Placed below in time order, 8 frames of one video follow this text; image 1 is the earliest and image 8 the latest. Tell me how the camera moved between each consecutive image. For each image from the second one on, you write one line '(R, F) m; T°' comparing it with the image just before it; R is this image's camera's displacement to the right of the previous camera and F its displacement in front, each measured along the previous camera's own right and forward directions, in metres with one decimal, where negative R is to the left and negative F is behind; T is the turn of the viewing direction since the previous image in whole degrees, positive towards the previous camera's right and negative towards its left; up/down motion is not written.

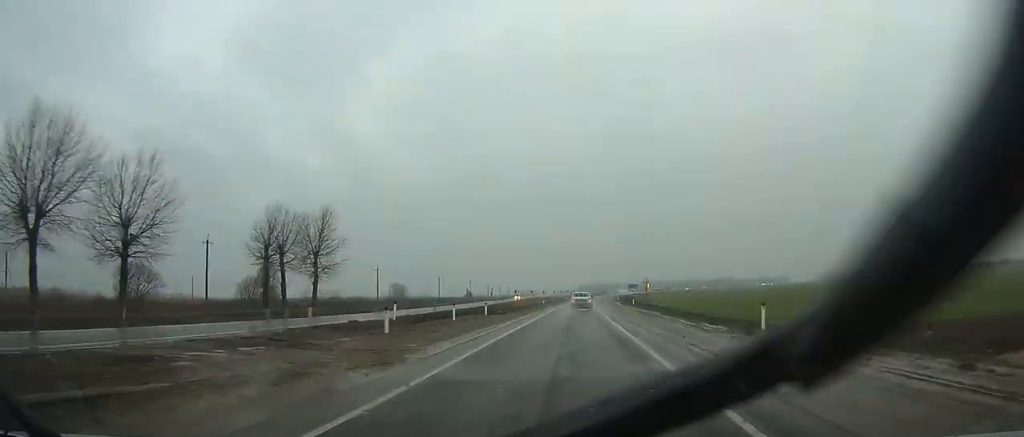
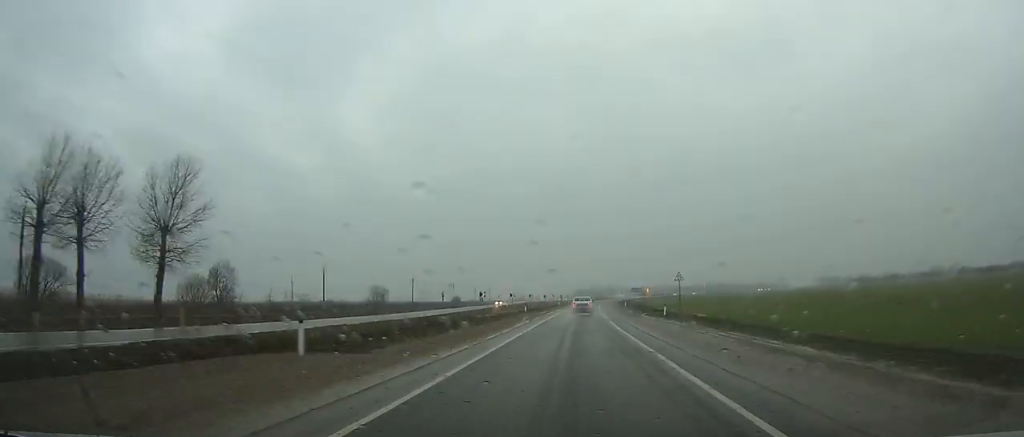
(-0.1, +26.1) m; +1°
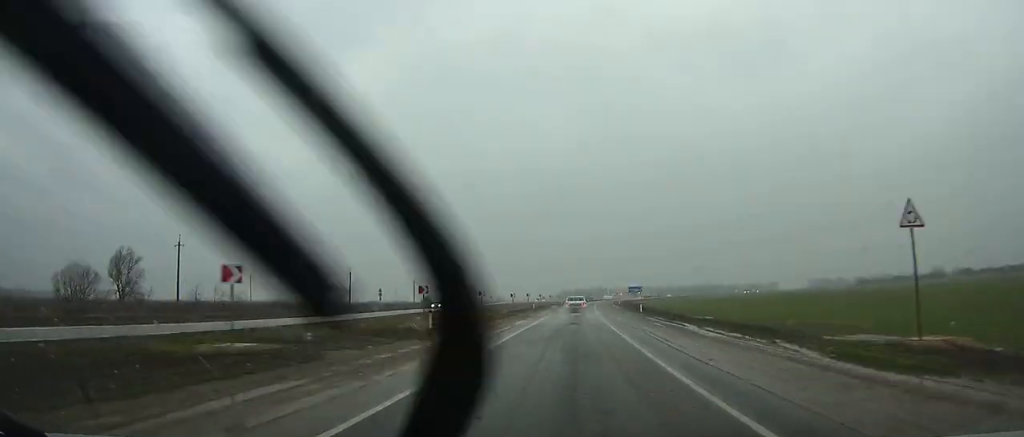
(+0.5, +36.6) m; +1°
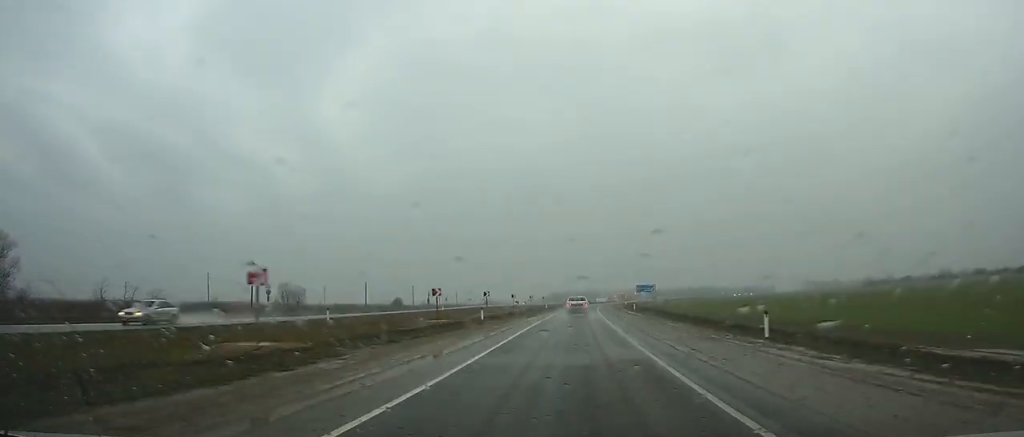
(+0.2, +36.4) m; +1°
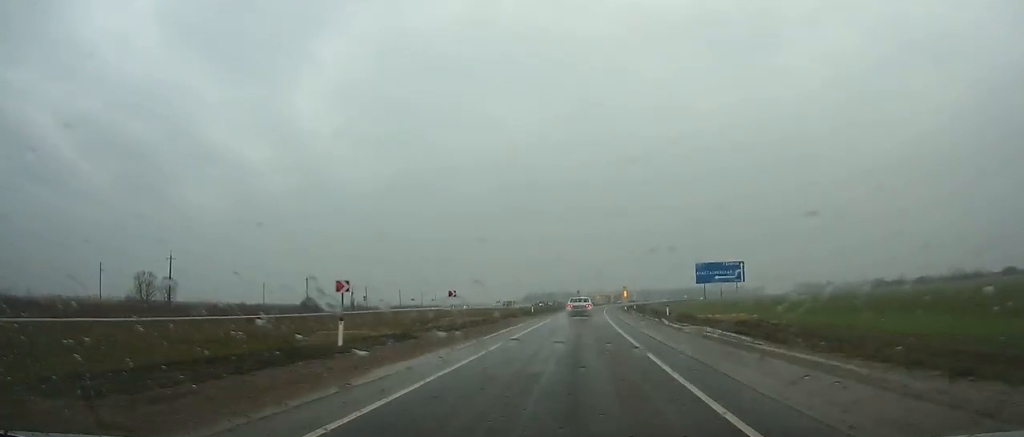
(+1.5, +71.3) m; +3°
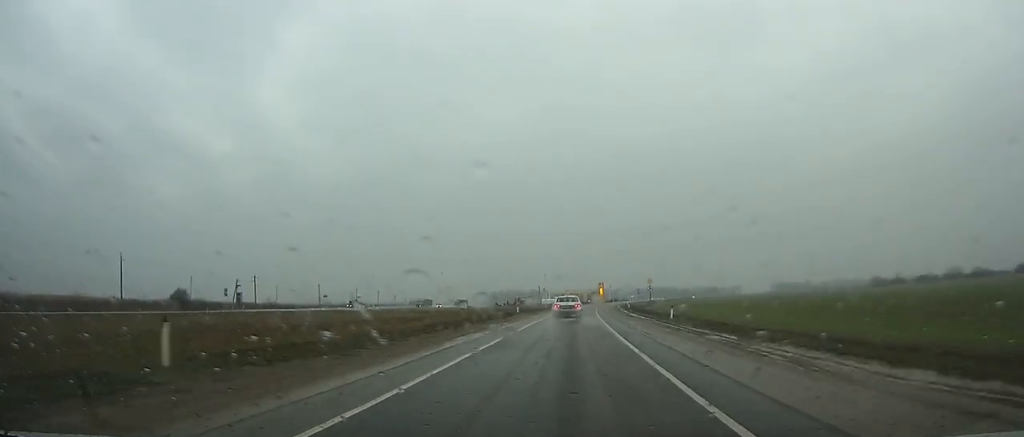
(+1.0, +54.2) m; +2°
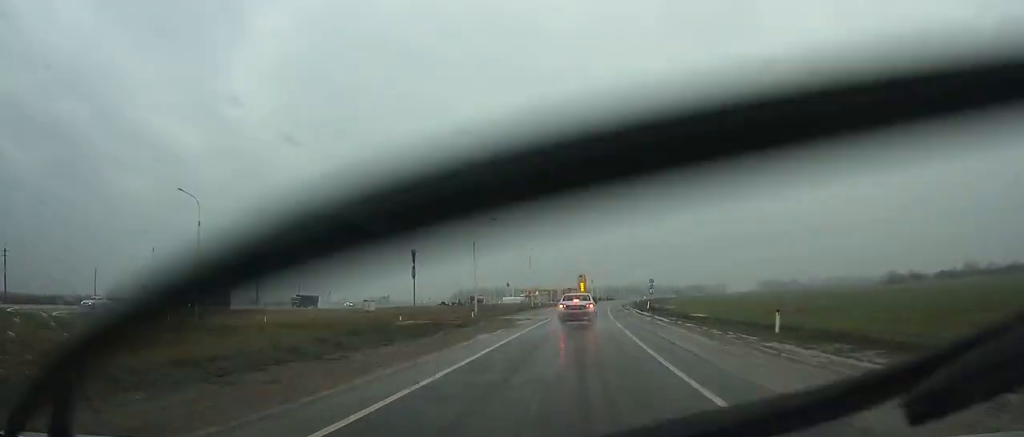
(+1.9, +66.3) m; +3°
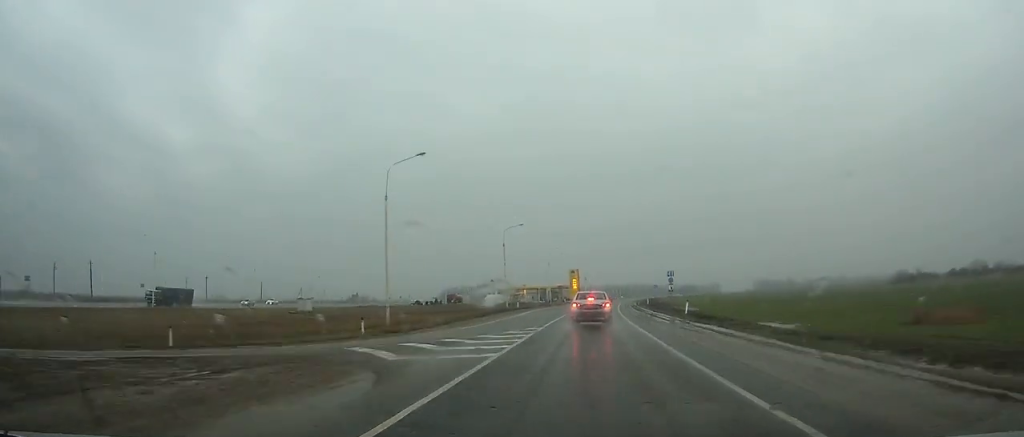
(0.0, +25.6) m; +1°
